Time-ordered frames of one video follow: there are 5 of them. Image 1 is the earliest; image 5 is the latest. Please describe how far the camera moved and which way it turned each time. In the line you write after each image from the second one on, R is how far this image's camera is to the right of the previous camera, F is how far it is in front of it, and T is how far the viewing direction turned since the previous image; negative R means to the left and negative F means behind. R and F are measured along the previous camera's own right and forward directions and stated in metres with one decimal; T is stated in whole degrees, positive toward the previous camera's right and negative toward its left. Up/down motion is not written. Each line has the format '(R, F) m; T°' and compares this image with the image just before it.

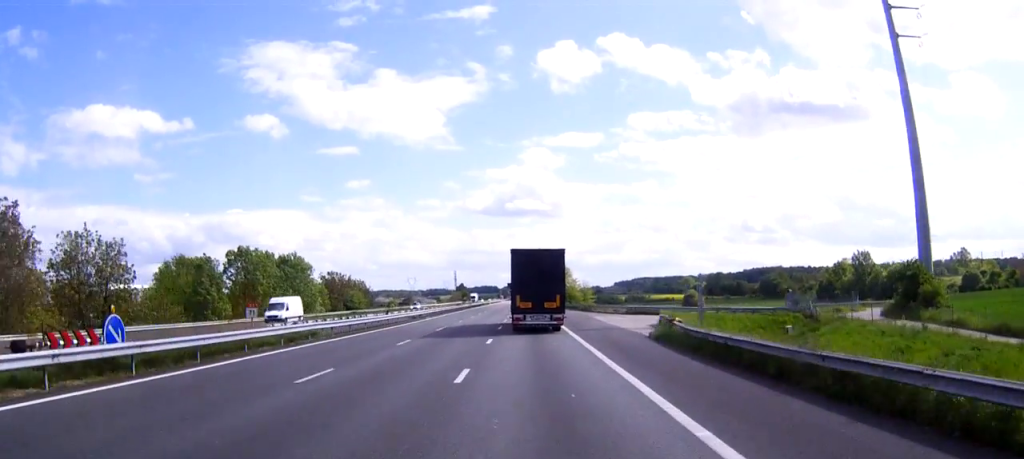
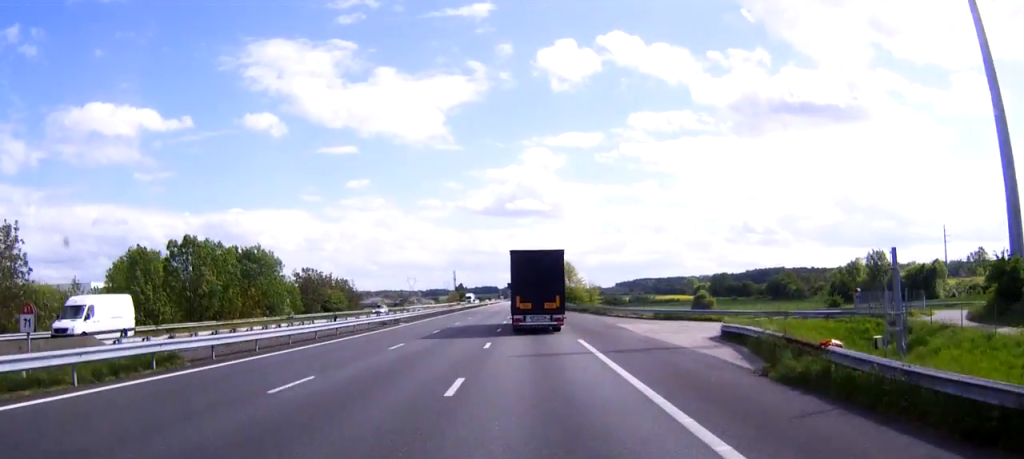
(0.0, +15.1) m; 0°
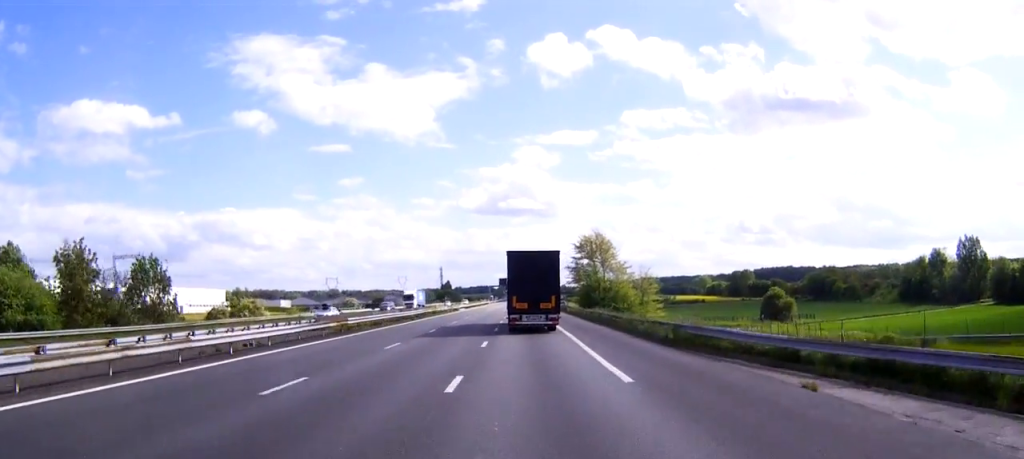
(+0.2, +78.3) m; +1°
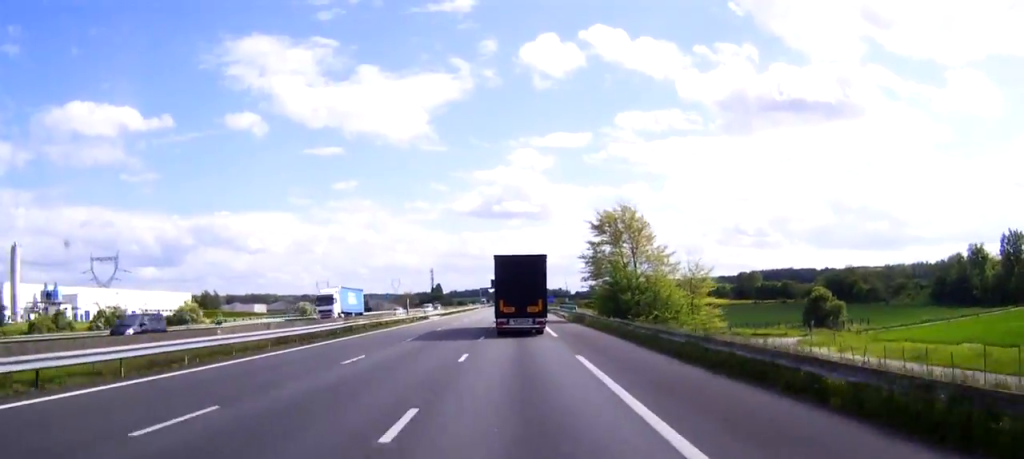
(0.0, +30.7) m; 0°
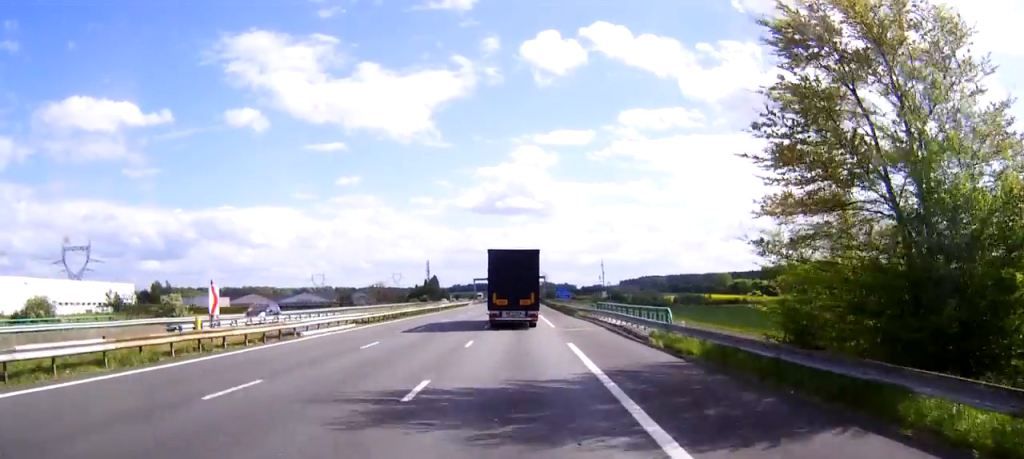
(-0.1, +48.9) m; 0°
